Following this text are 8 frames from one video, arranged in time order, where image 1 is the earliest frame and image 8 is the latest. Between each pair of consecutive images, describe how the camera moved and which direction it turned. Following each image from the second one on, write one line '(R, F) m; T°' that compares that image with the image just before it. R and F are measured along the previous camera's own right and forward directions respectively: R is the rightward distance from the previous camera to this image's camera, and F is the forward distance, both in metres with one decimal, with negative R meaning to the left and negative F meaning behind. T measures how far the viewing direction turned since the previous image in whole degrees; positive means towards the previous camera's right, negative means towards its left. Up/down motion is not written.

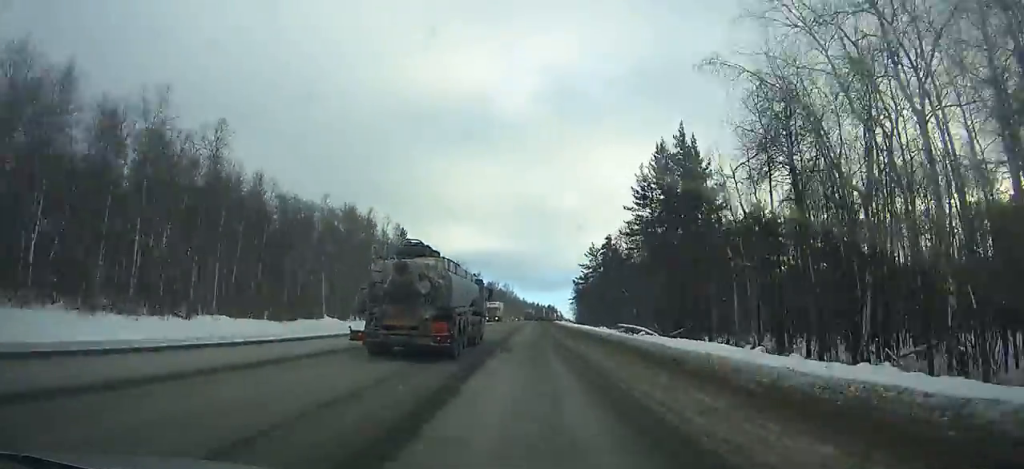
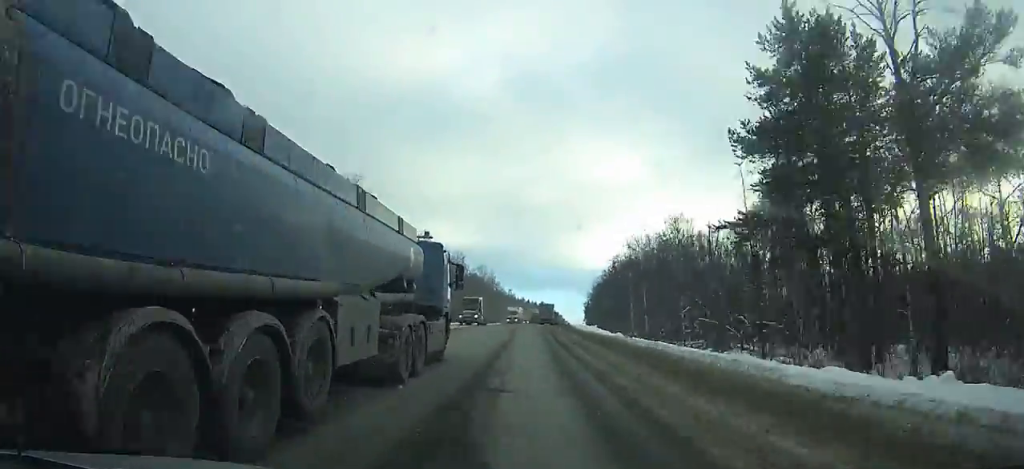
(+0.6, +102.8) m; +1°
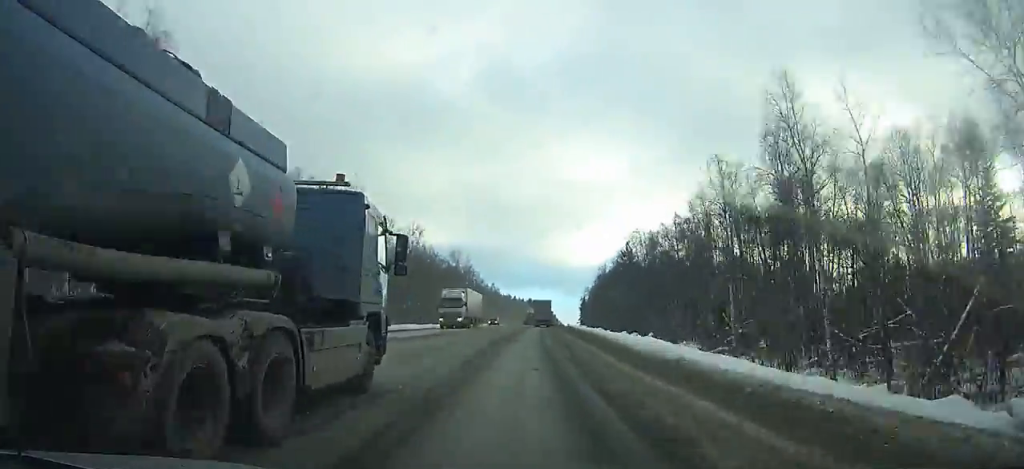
(+0.5, +40.9) m; +1°
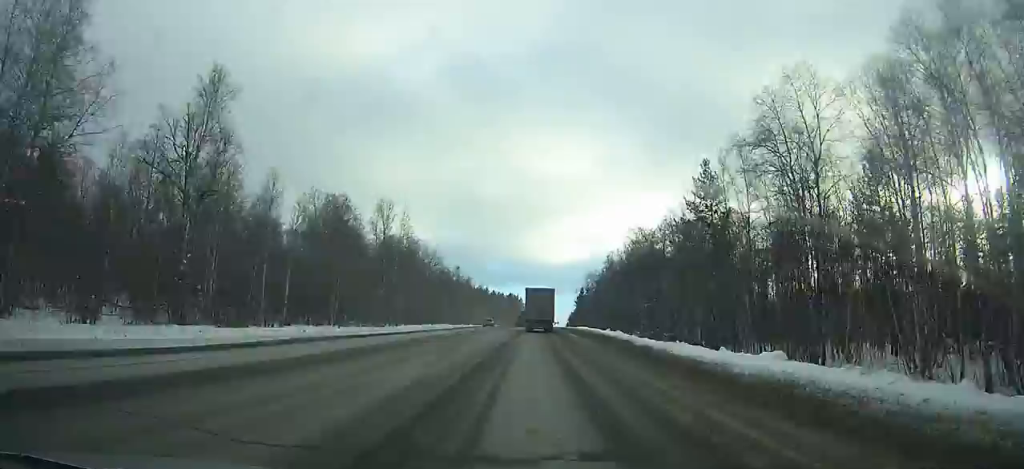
(+0.7, +61.2) m; +1°
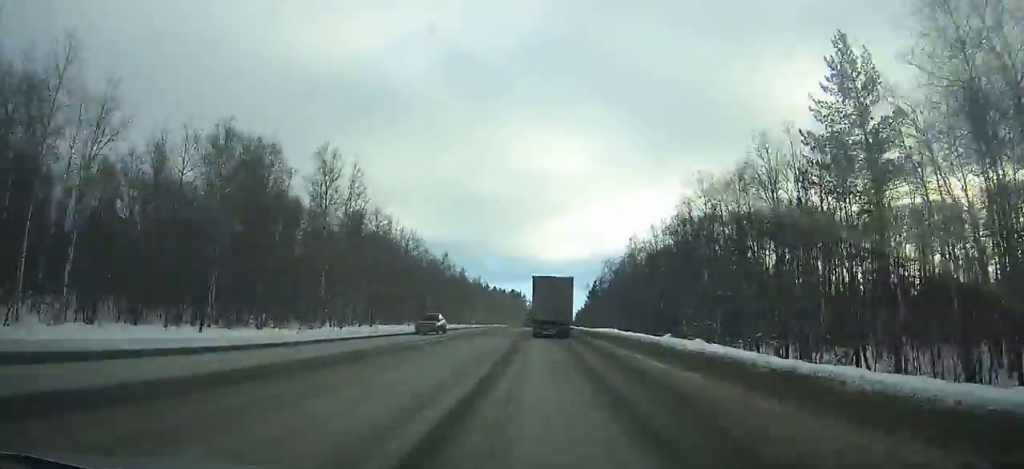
(+0.1, +27.1) m; 0°
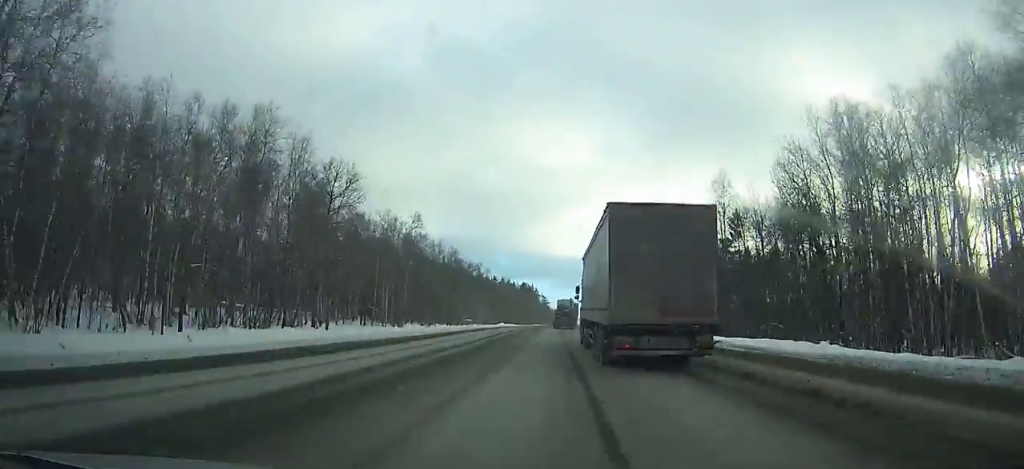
(-0.1, +40.5) m; +1°
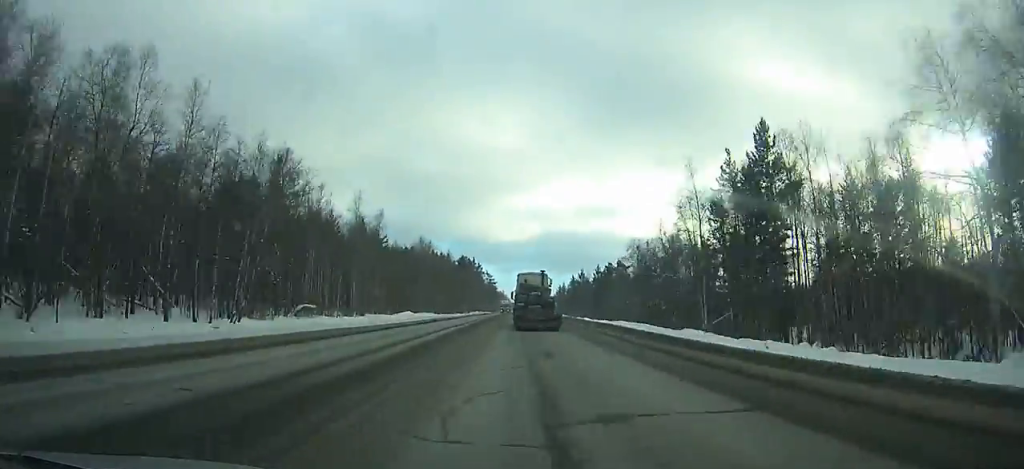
(+1.4, +67.4) m; +2°
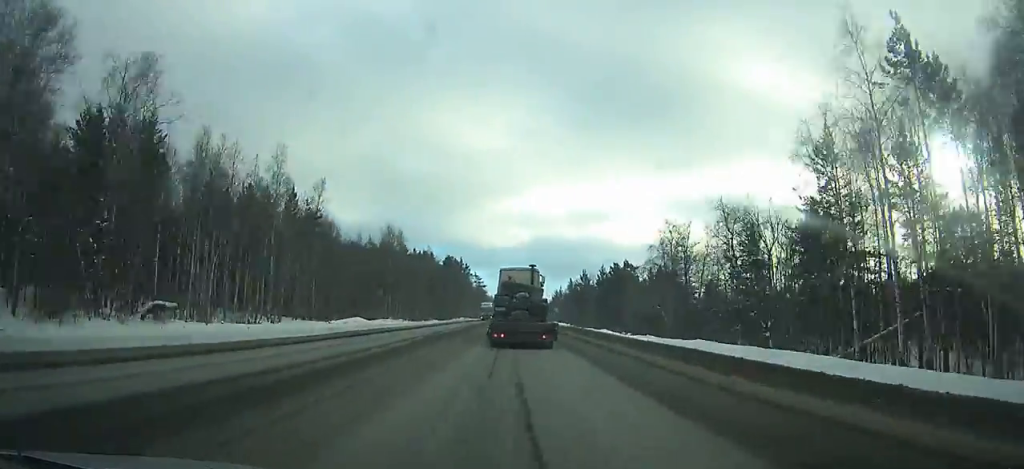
(+0.2, +22.2) m; 0°
